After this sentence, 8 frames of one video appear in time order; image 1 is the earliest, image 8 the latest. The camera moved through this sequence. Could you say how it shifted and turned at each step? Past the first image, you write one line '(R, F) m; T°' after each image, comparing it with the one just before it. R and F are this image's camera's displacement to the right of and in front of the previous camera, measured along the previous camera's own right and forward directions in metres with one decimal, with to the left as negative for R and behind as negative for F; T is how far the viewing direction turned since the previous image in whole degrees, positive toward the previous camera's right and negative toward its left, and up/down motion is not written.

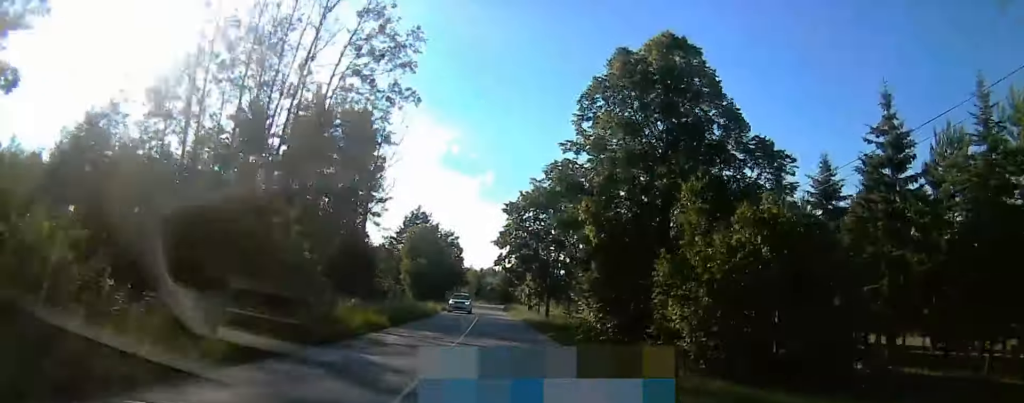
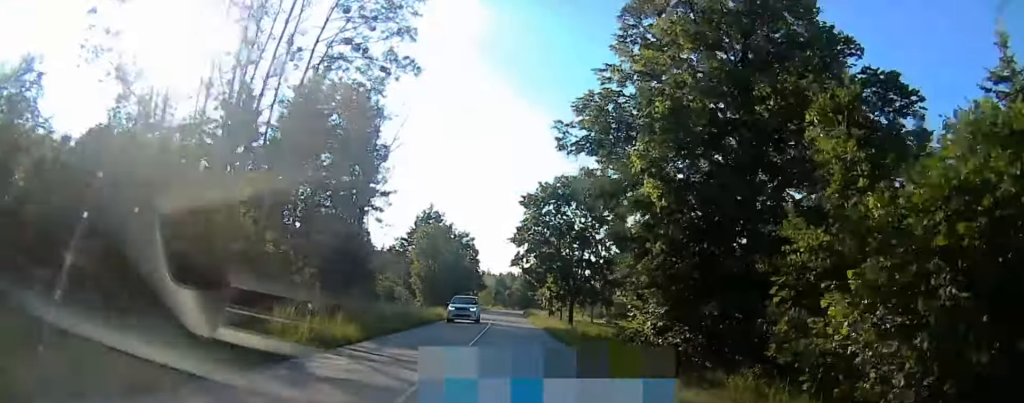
(-0.1, +6.1) m; -2°
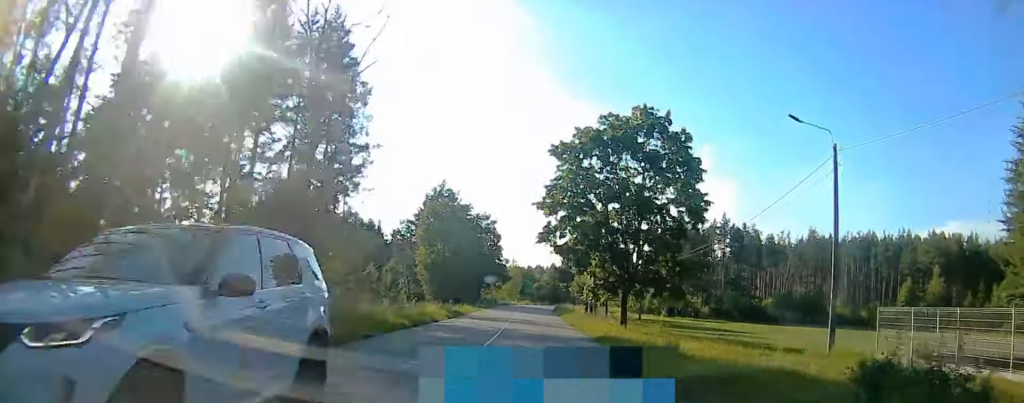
(-0.4, +15.5) m; -2°
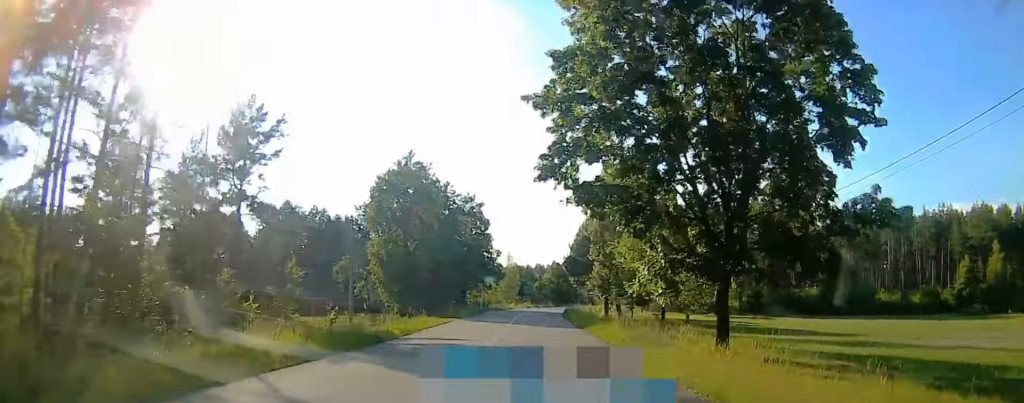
(-0.5, +20.9) m; -3°
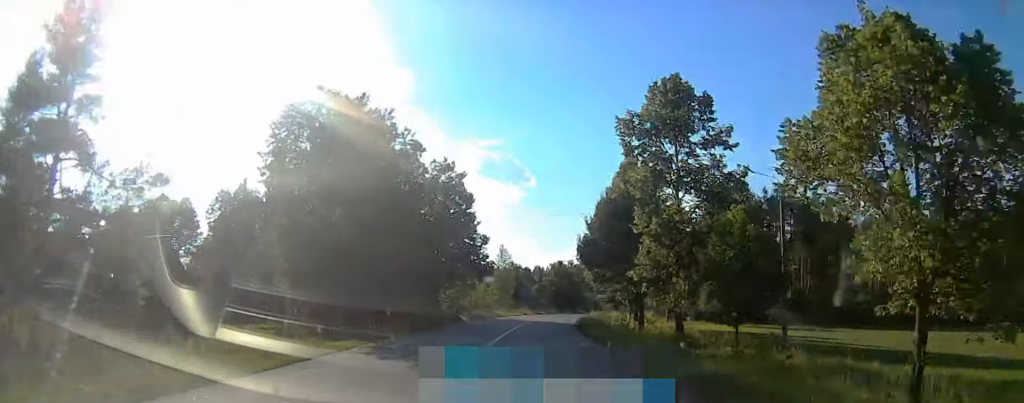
(-0.4, +20.4) m; -1°
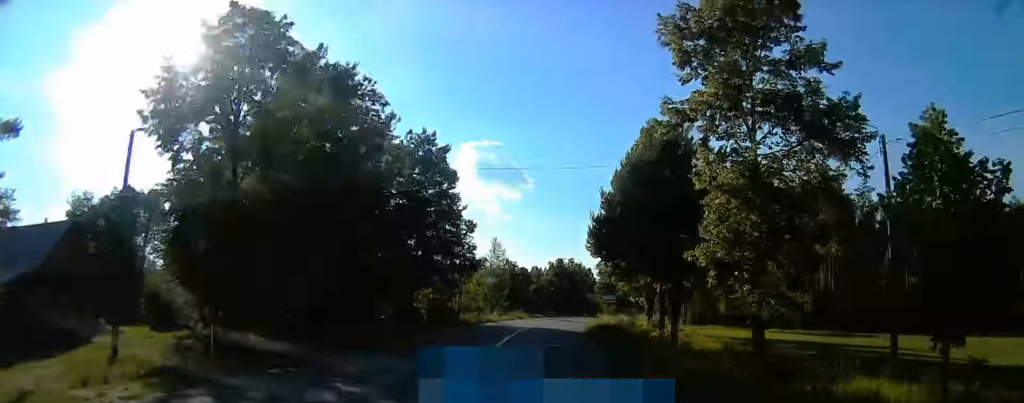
(0.0, +10.8) m; 0°
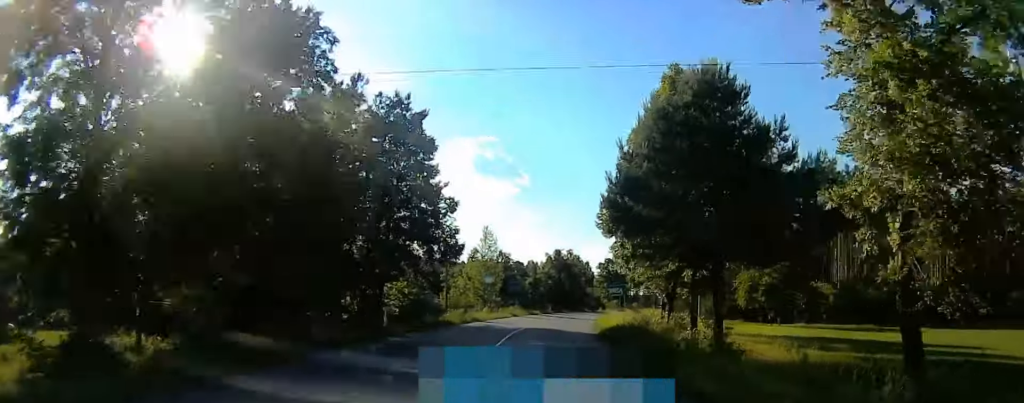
(0.0, +8.8) m; -1°
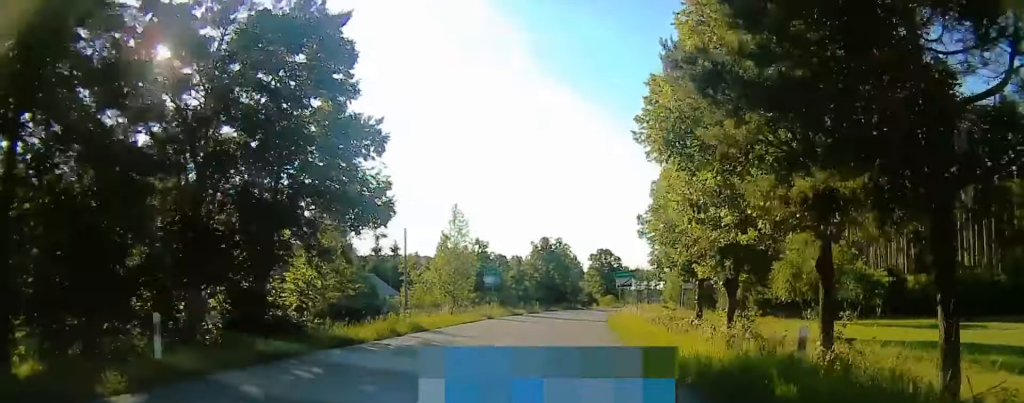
(-0.2, +16.3) m; 0°
